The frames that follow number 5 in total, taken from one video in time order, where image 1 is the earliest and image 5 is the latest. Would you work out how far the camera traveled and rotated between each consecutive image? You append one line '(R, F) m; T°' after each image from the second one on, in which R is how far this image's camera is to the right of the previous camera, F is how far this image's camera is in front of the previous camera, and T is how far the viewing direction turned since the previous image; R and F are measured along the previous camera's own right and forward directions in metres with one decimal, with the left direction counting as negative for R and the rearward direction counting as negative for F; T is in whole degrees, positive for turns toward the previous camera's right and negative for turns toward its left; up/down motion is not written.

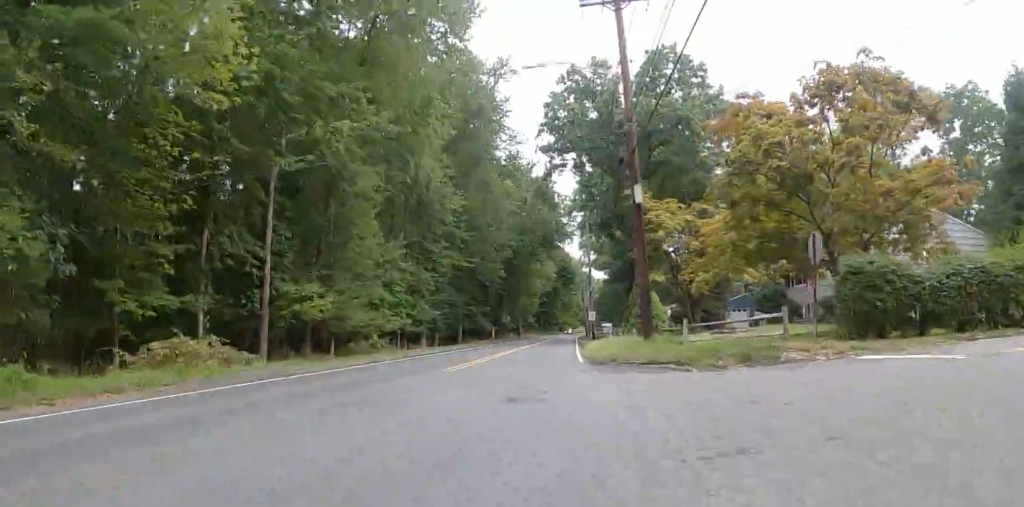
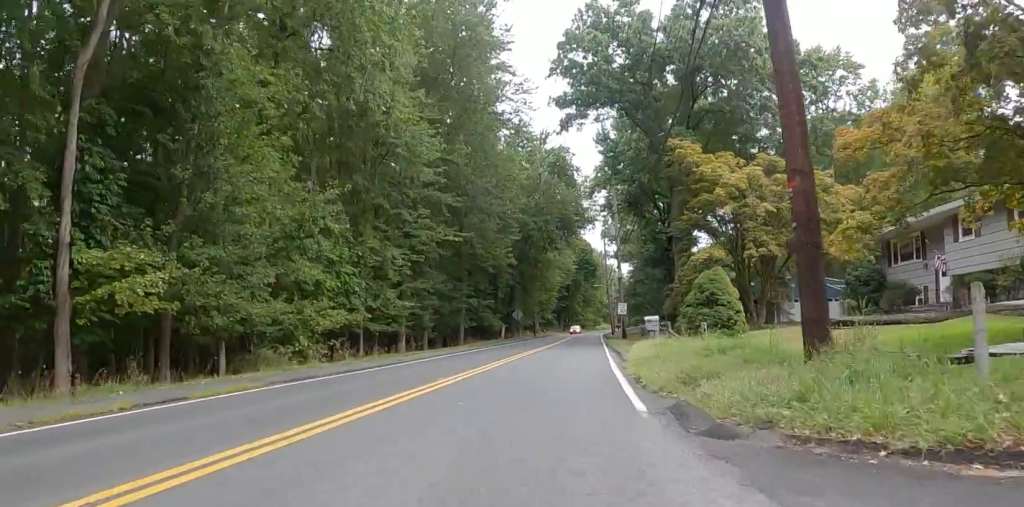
(-0.1, +10.8) m; -1°
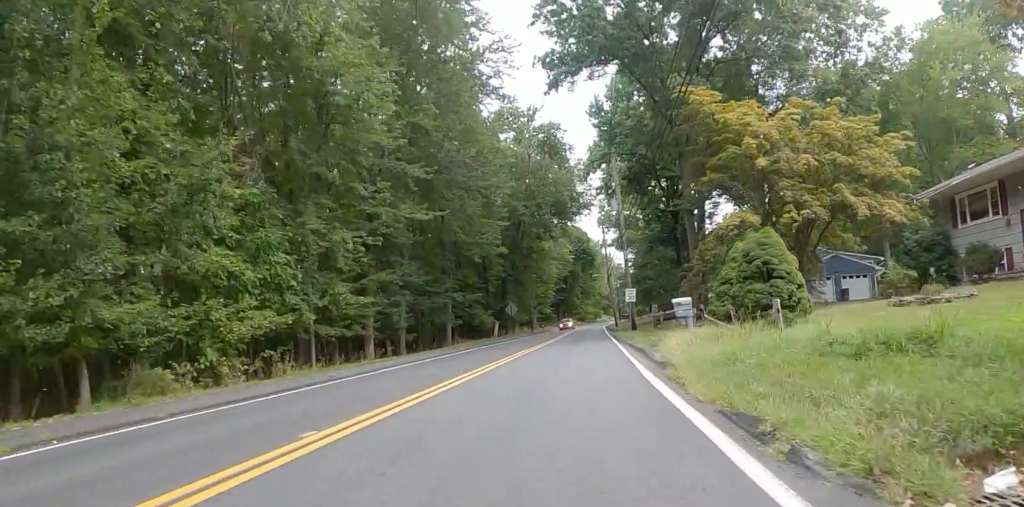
(0.0, +5.7) m; 0°
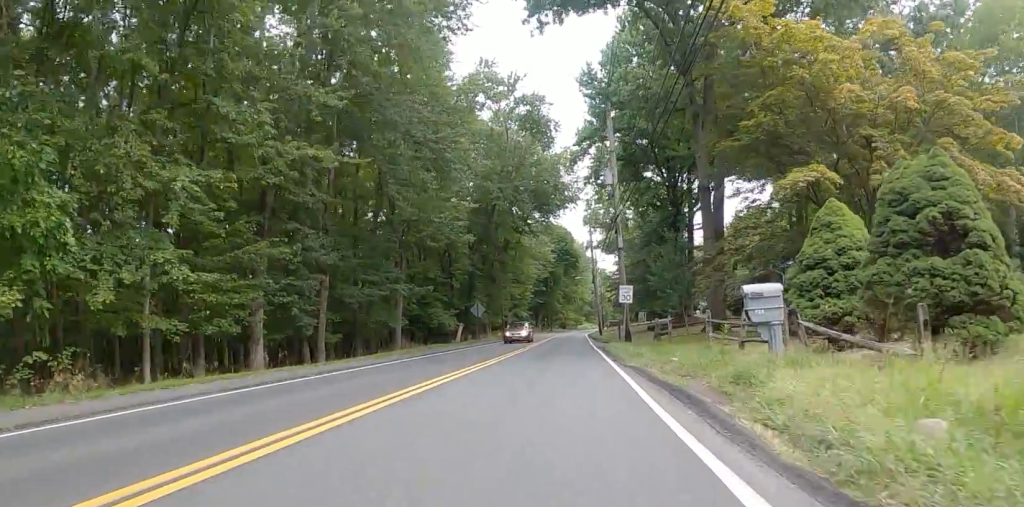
(0.0, +8.4) m; 0°
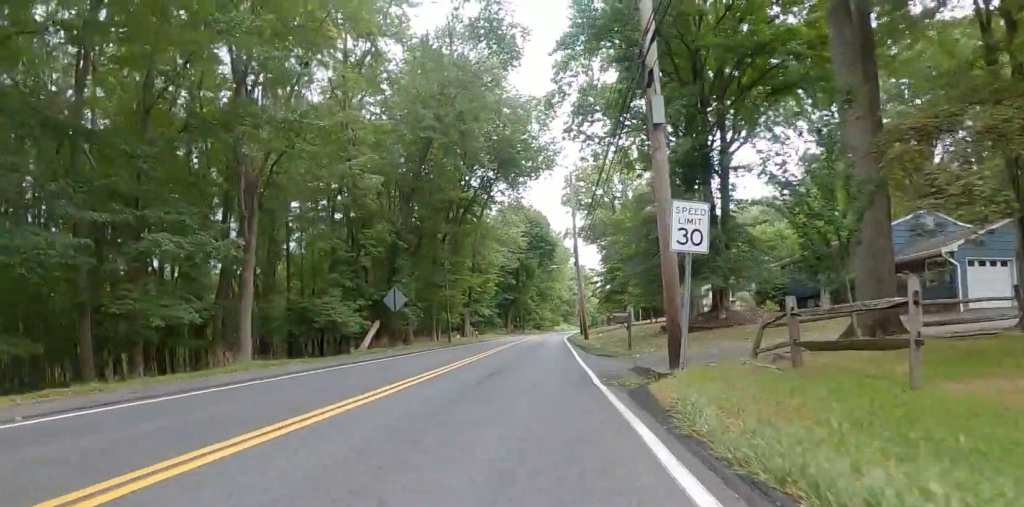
(+0.2, +16.6) m; +4°
